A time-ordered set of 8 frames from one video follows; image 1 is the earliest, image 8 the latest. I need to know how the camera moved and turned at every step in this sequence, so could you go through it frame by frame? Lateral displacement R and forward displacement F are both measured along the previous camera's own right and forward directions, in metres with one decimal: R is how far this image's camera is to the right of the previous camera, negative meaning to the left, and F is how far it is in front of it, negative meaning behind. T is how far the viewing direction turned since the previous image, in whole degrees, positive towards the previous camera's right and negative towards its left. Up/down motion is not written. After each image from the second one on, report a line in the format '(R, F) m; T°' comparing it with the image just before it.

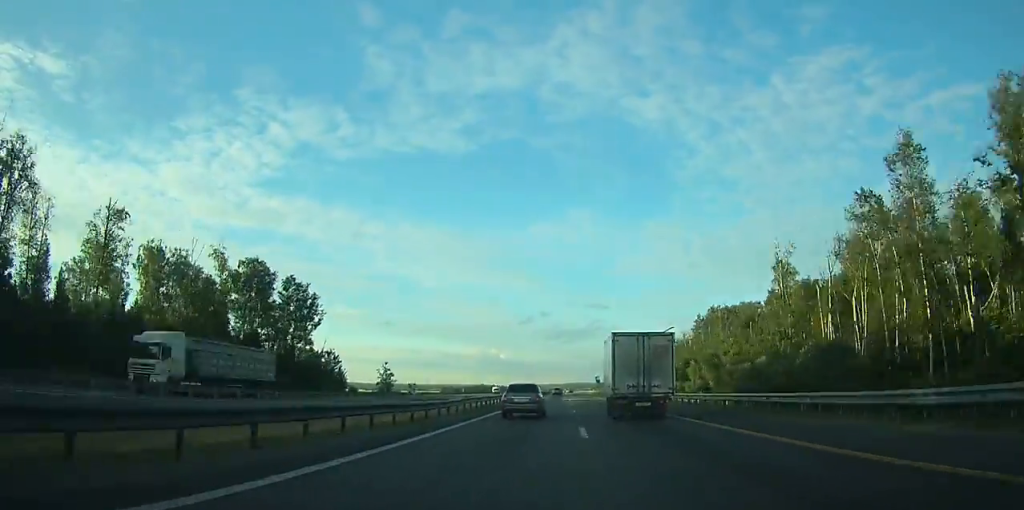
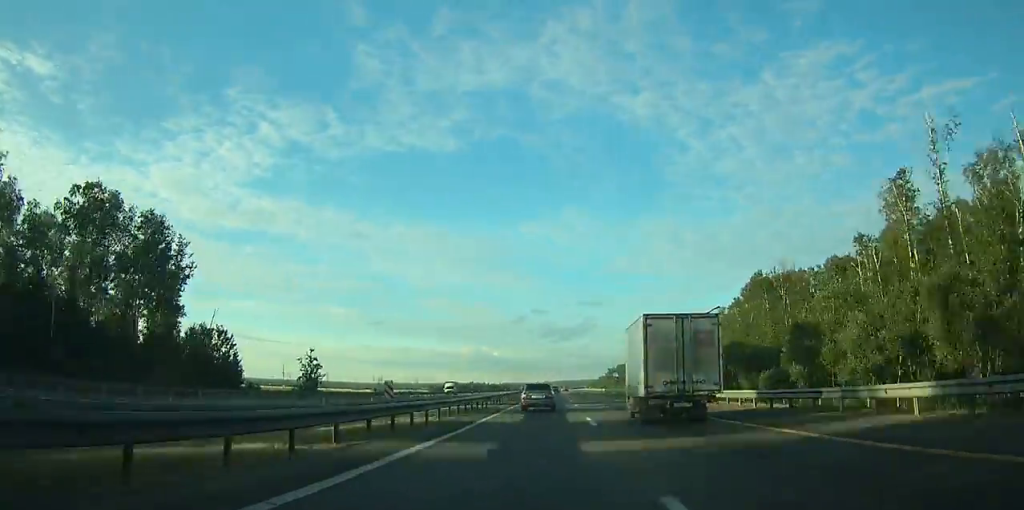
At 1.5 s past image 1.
(0.0, +44.7) m; 0°
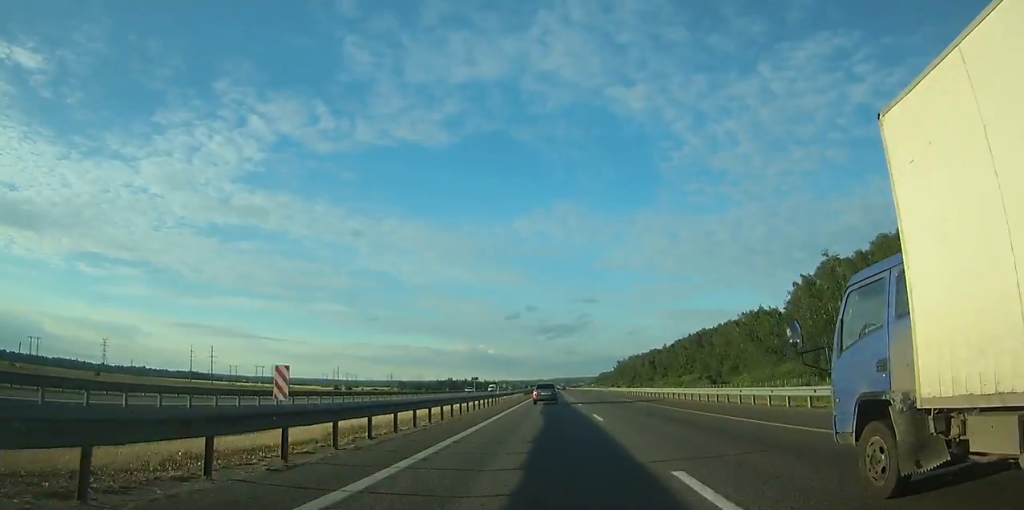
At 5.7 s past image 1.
(+0.6, +127.7) m; +1°
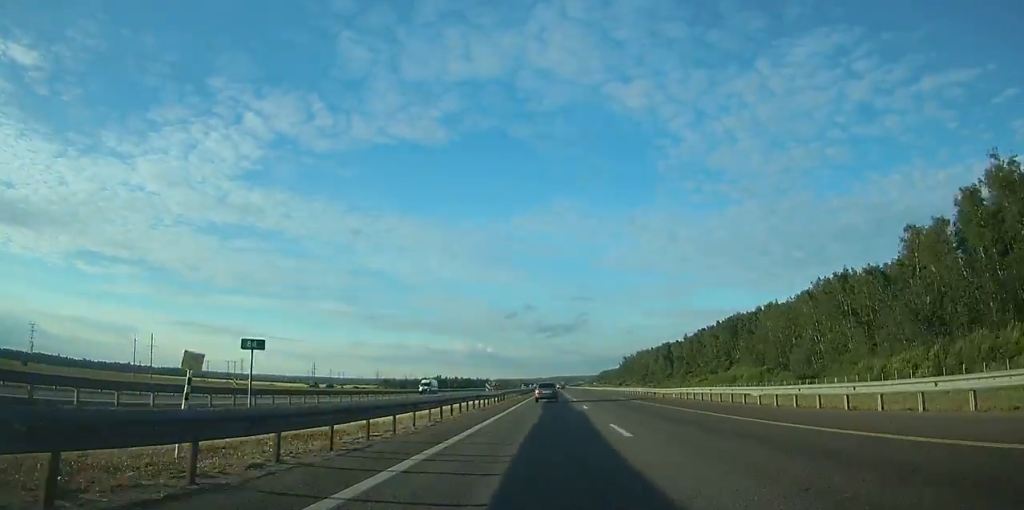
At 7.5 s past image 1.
(0.0, +52.6) m; 0°
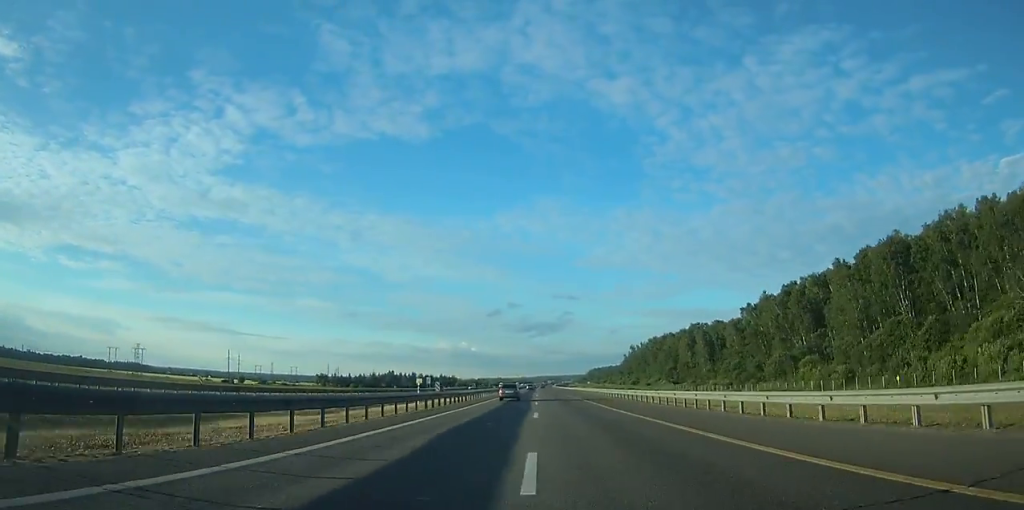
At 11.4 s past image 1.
(+1.0, +112.3) m; 0°
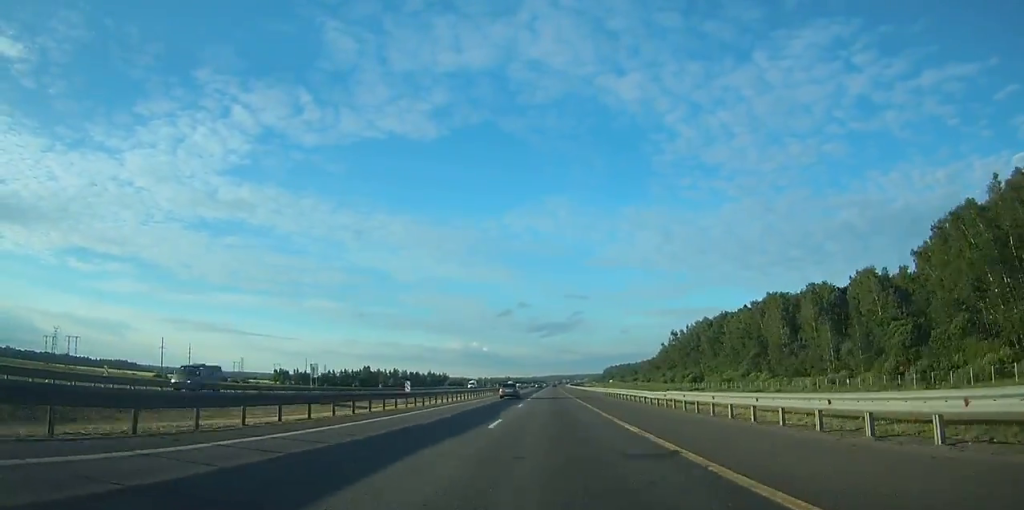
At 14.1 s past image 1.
(+0.1, +80.3) m; 0°
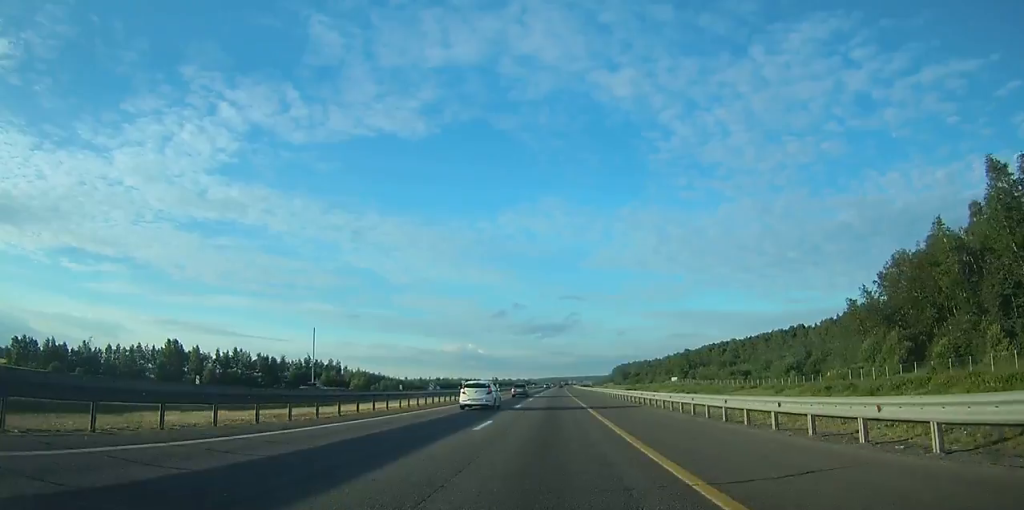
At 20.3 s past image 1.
(-0.9, +182.7) m; 0°
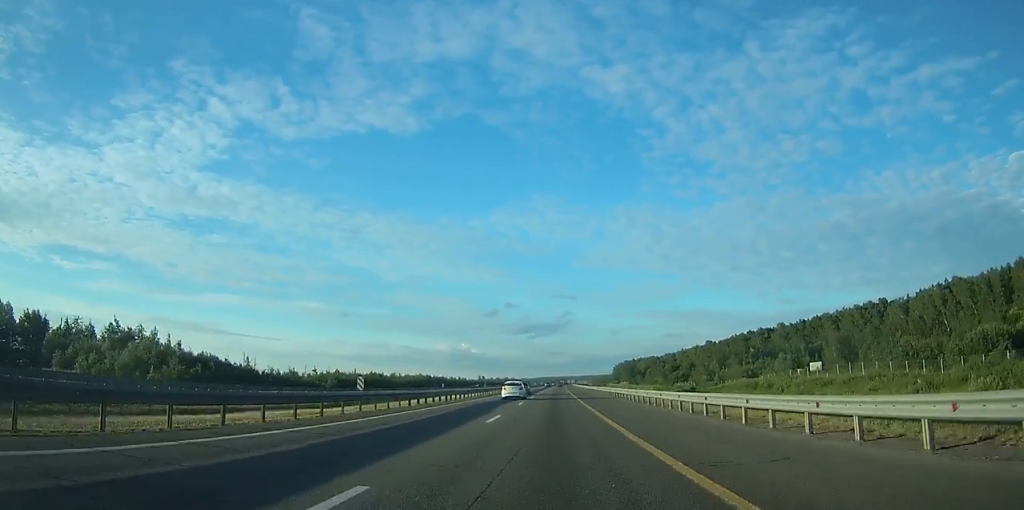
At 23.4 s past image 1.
(+0.3, +88.8) m; +1°
